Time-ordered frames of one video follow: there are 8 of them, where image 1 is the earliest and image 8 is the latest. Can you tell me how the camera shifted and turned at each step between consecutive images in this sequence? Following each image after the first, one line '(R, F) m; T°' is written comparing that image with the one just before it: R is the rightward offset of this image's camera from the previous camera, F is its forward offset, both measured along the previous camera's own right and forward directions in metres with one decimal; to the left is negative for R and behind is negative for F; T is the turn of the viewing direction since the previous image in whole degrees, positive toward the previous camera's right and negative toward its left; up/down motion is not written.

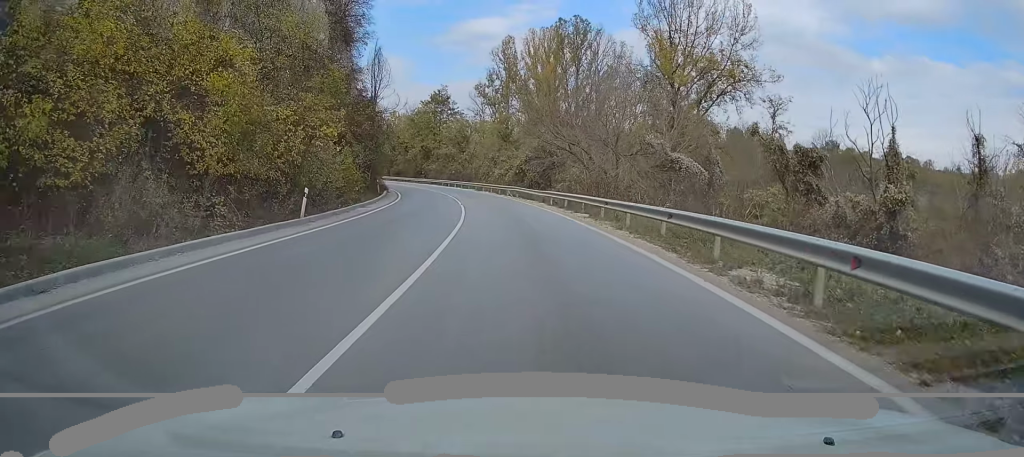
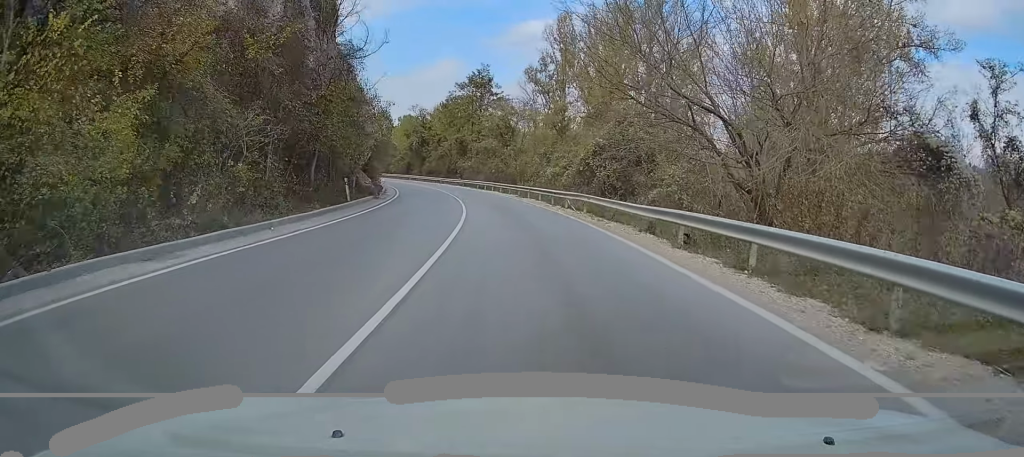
(-0.9, +20.4) m; -4°
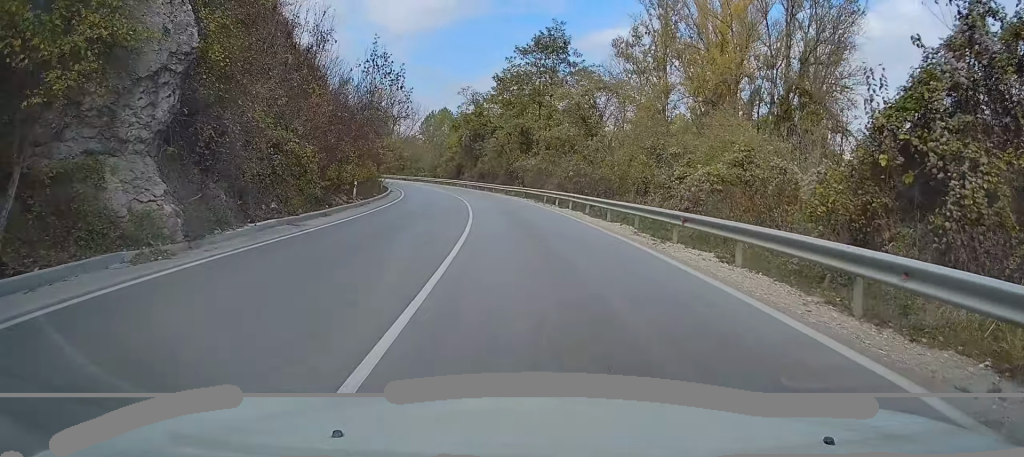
(-1.1, +26.2) m; -6°
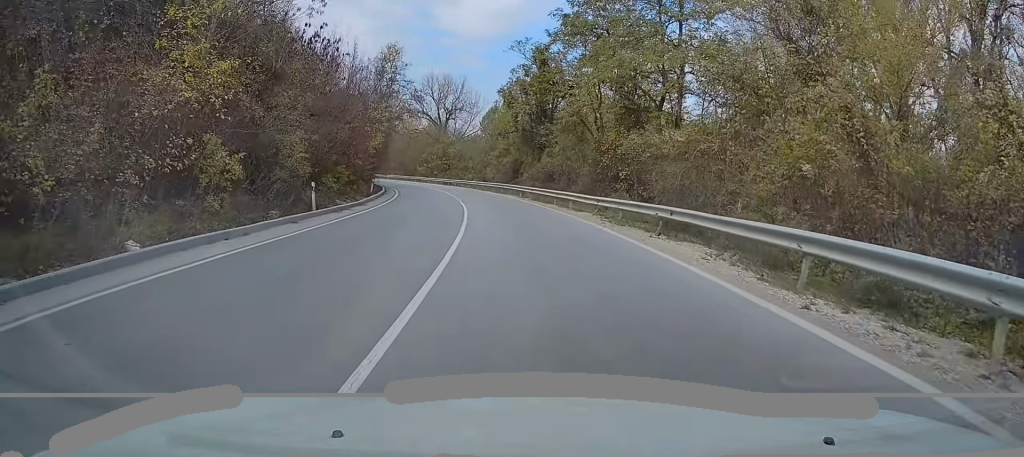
(-2.0, +29.8) m; -7°
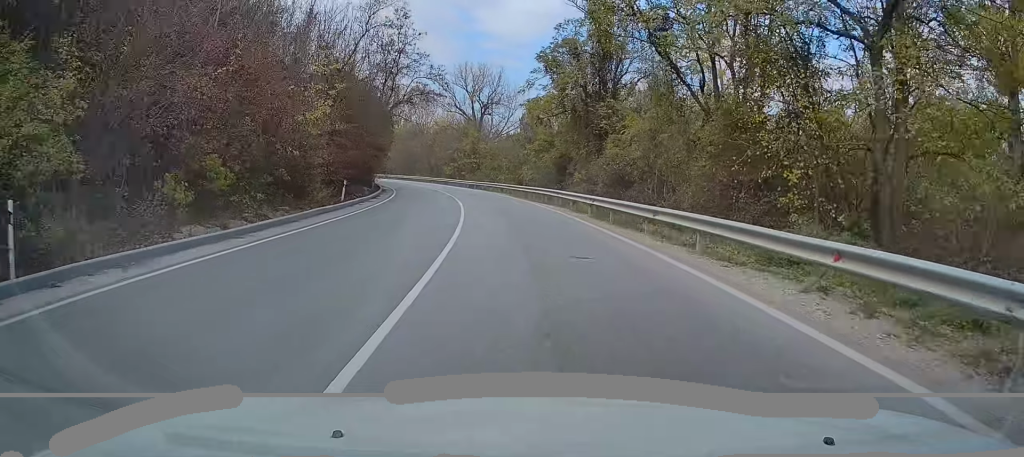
(-0.5, +16.6) m; -4°
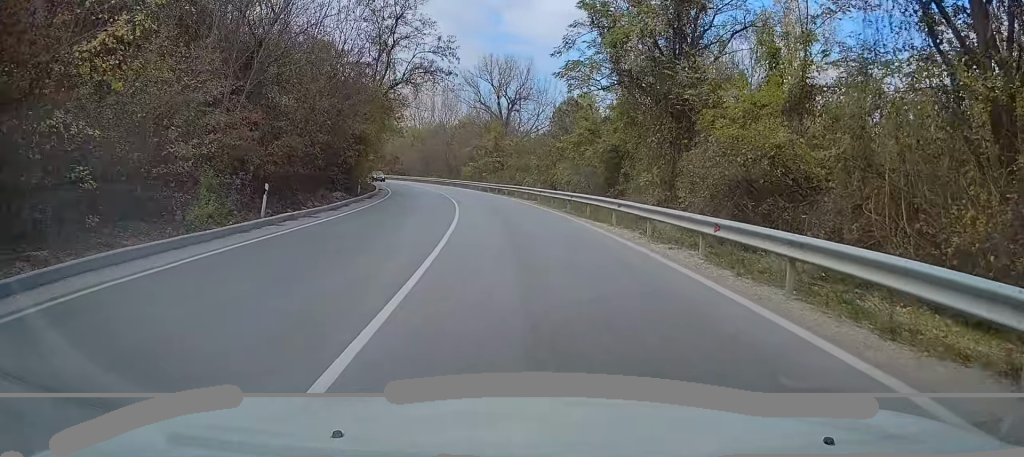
(-0.3, +12.8) m; -3°
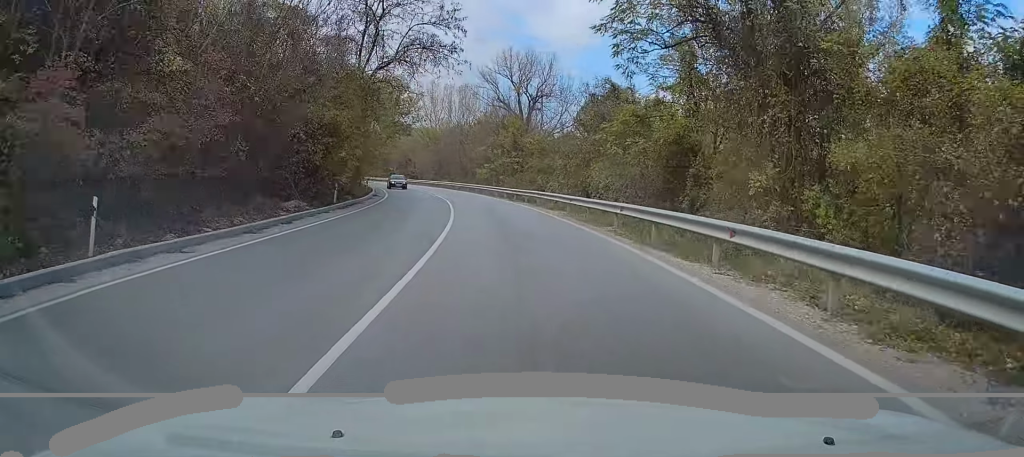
(-0.1, +9.0) m; -2°
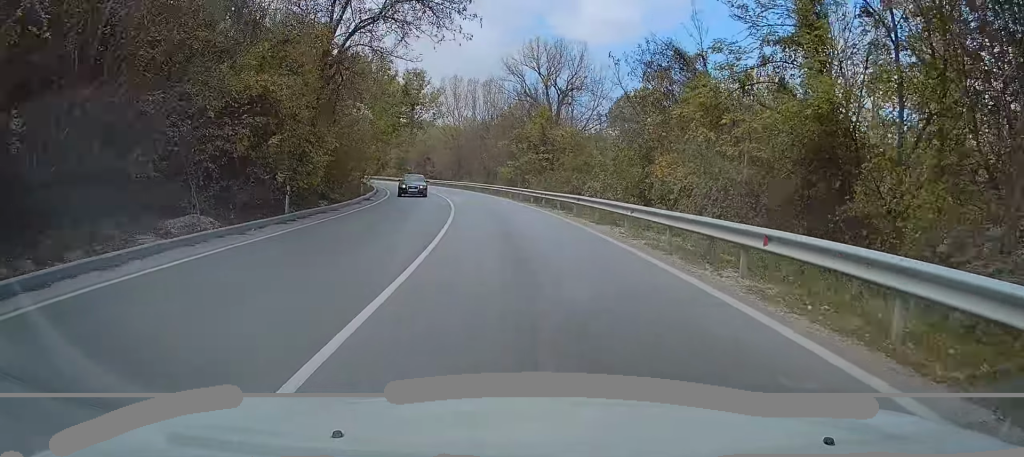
(-0.2, +9.3) m; -2°
